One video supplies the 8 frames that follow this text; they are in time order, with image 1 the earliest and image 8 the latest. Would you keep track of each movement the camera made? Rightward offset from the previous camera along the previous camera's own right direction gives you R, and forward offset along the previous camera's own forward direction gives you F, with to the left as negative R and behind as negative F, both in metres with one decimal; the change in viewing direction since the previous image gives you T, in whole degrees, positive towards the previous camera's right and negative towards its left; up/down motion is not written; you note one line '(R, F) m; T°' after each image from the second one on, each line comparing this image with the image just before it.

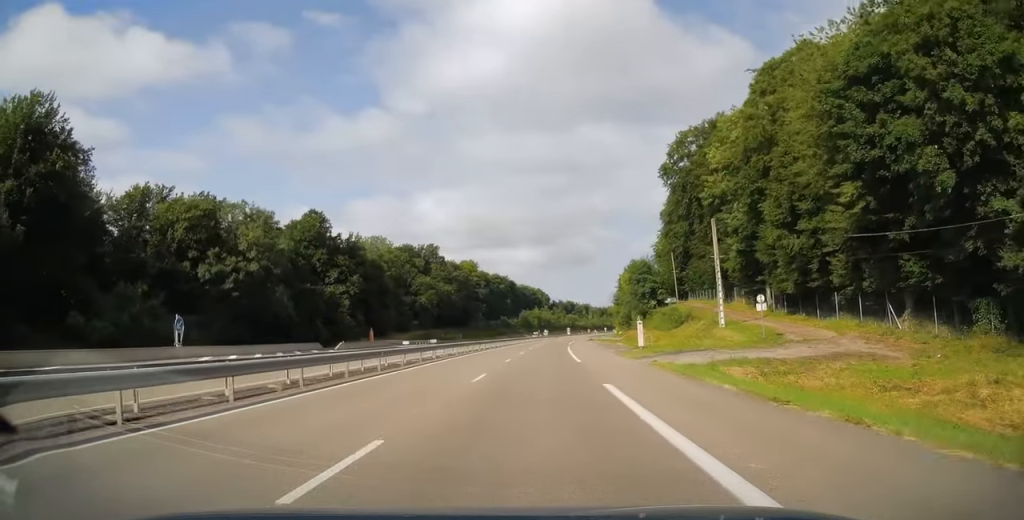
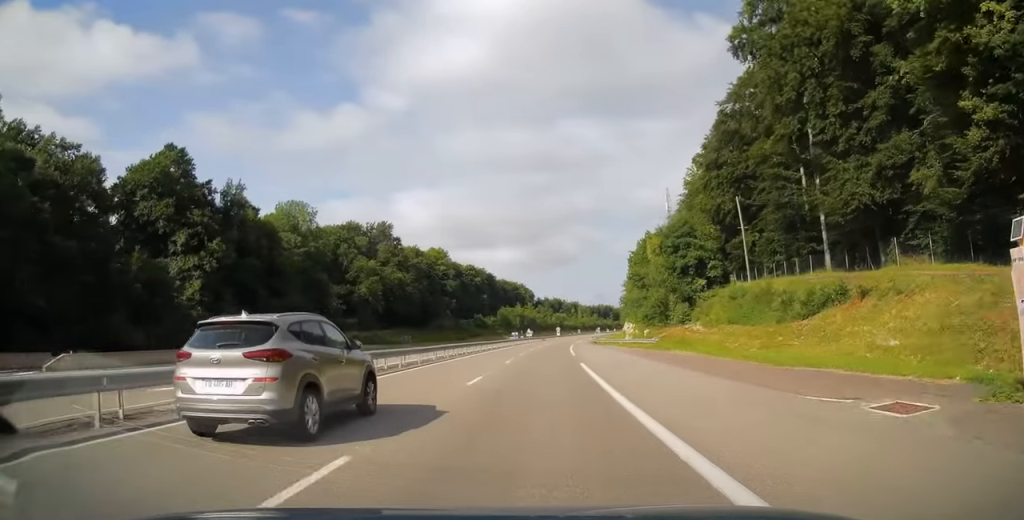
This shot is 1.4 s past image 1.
(+0.4, +40.3) m; +2°
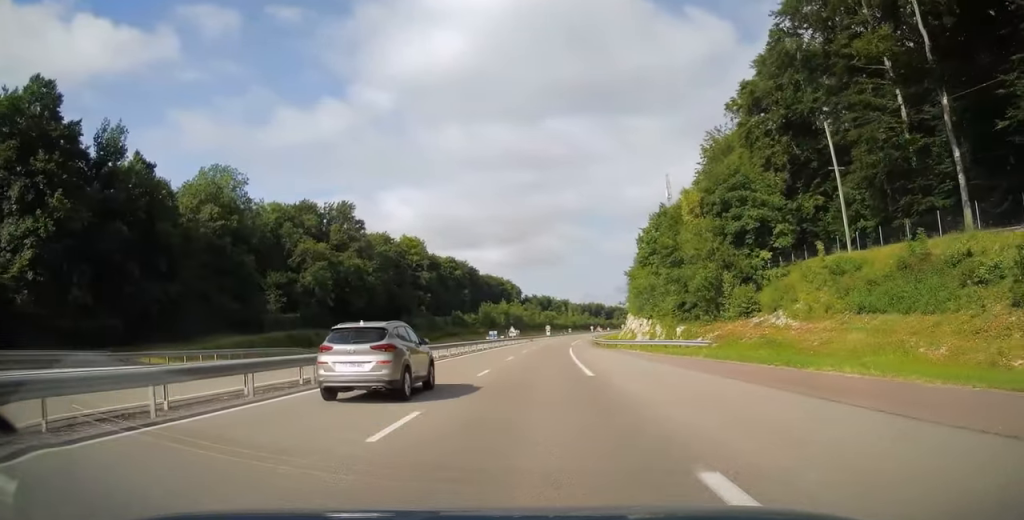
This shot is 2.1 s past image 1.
(+0.3, +22.1) m; +1°
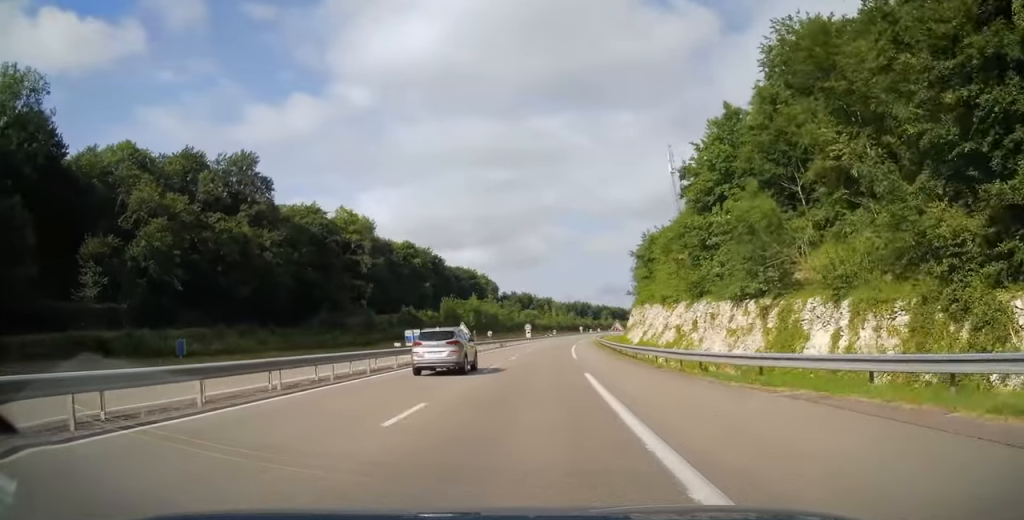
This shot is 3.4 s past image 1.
(+0.5, +37.7) m; +2°
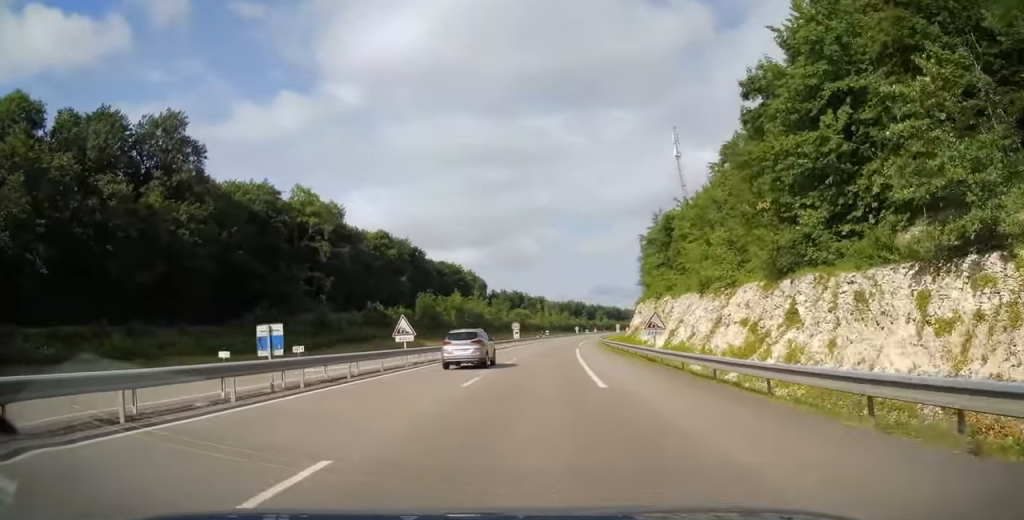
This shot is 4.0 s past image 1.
(+0.2, +18.6) m; +1°
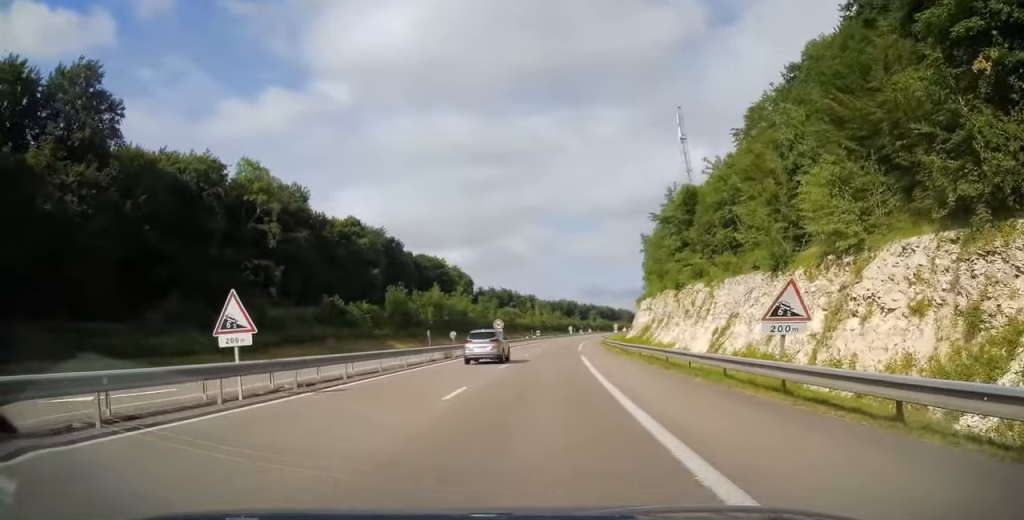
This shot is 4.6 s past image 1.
(+0.2, +16.7) m; +1°
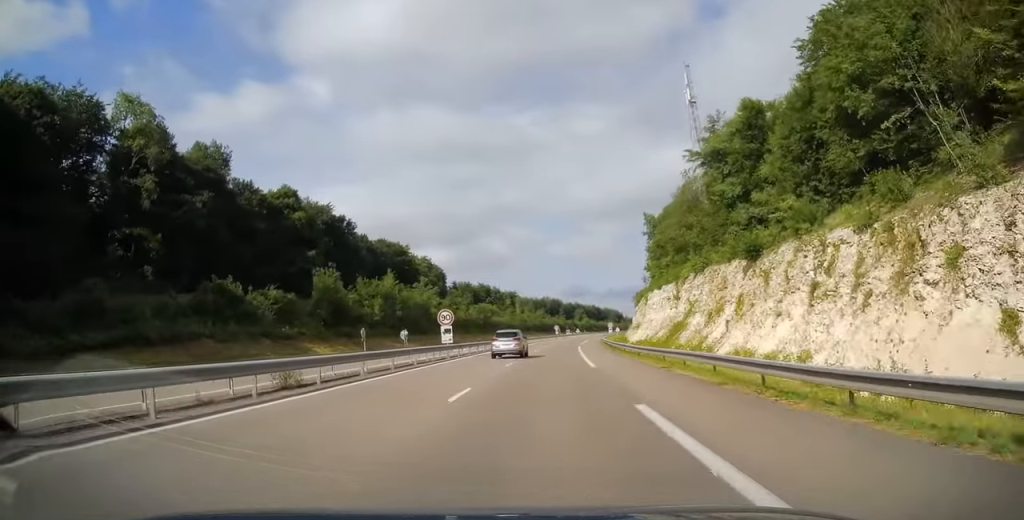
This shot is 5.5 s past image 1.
(+0.1, +26.5) m; +2°
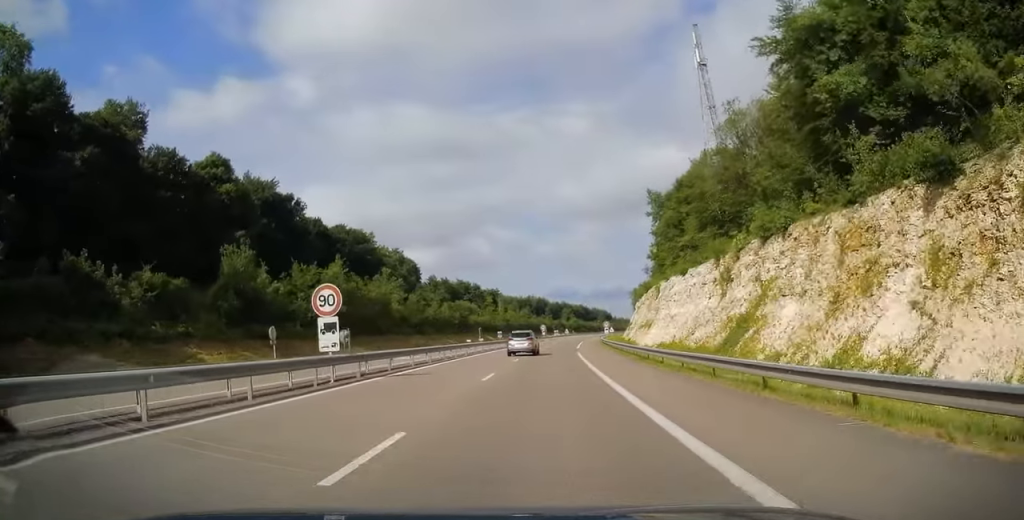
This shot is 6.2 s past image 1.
(+0.5, +20.1) m; +2°
